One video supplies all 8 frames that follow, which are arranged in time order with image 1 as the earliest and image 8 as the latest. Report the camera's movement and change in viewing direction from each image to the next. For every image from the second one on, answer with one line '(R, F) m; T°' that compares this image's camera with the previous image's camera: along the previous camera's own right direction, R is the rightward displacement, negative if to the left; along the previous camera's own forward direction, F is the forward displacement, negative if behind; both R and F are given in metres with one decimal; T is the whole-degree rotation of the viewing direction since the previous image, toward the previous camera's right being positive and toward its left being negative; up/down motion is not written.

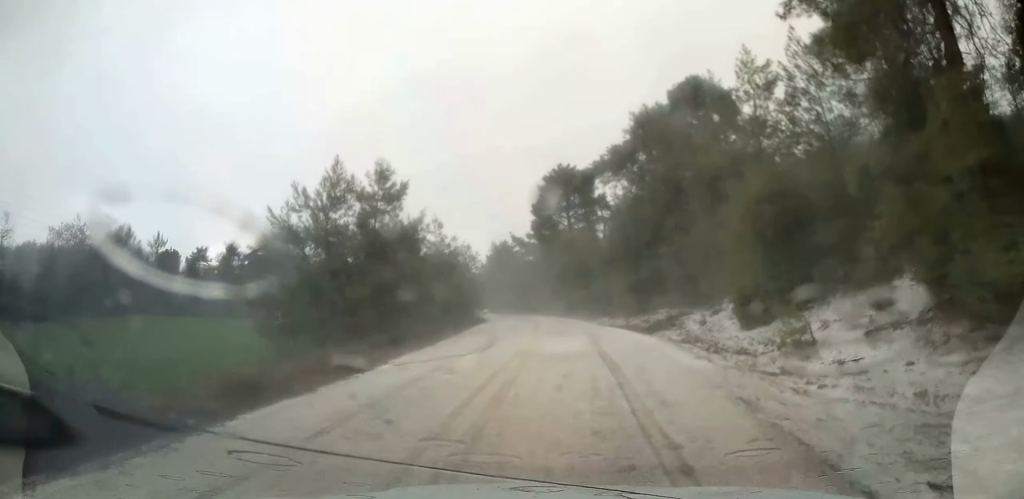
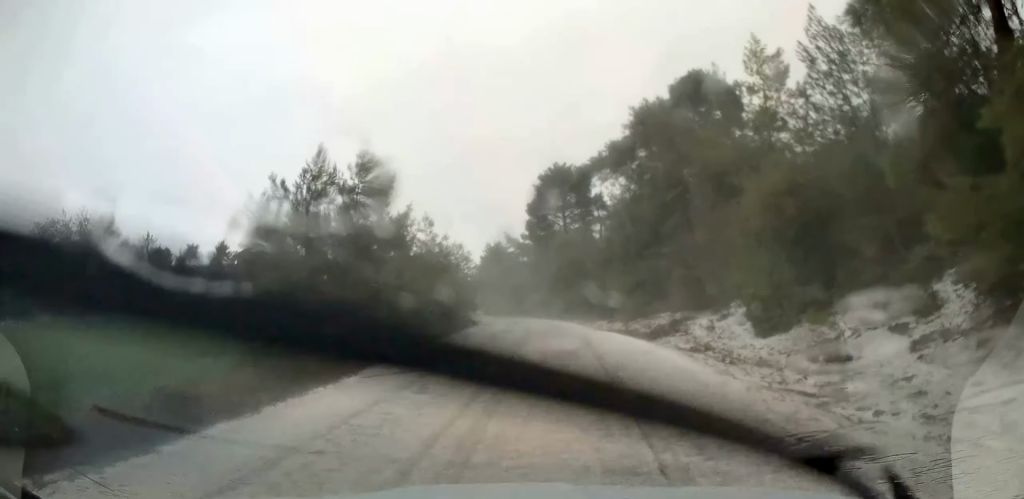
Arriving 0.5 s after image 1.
(0.0, +2.0) m; 0°
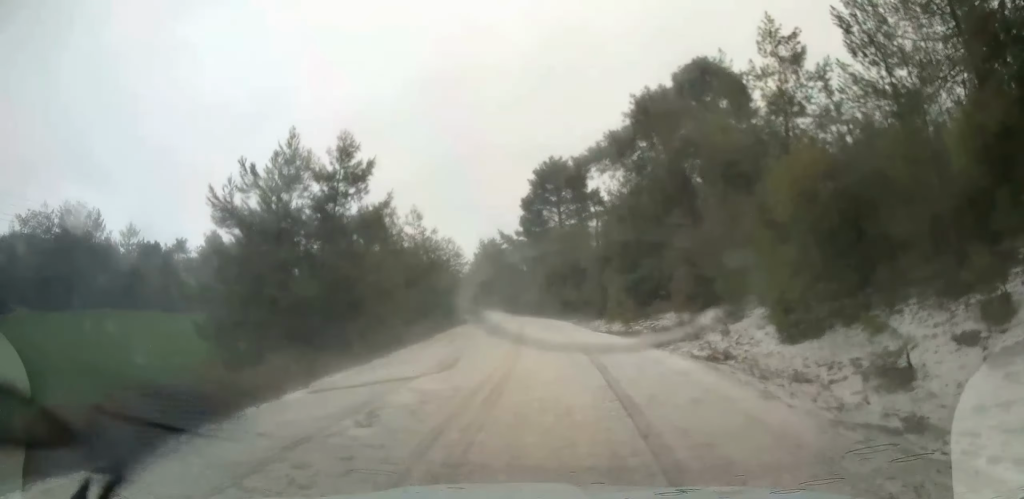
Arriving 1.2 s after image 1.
(0.0, +2.6) m; +1°
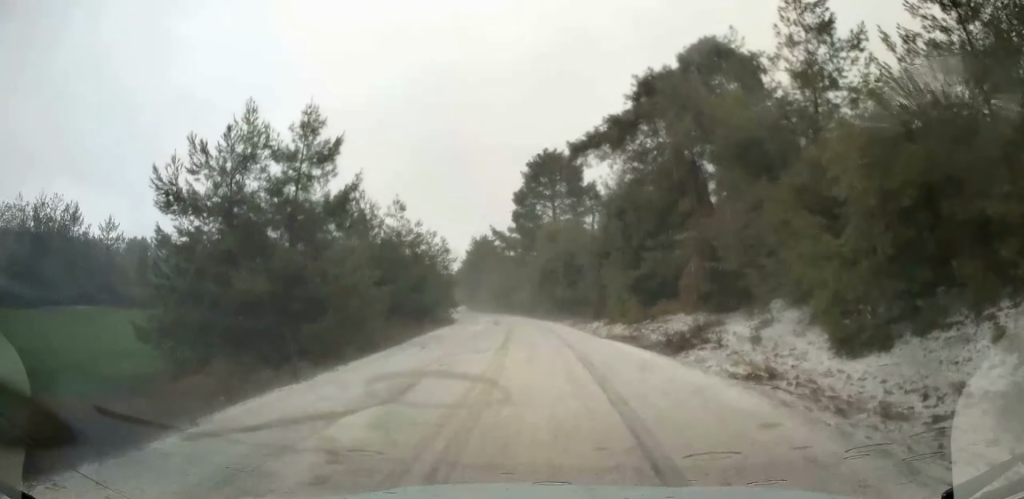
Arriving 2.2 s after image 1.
(0.0, +3.6) m; +1°
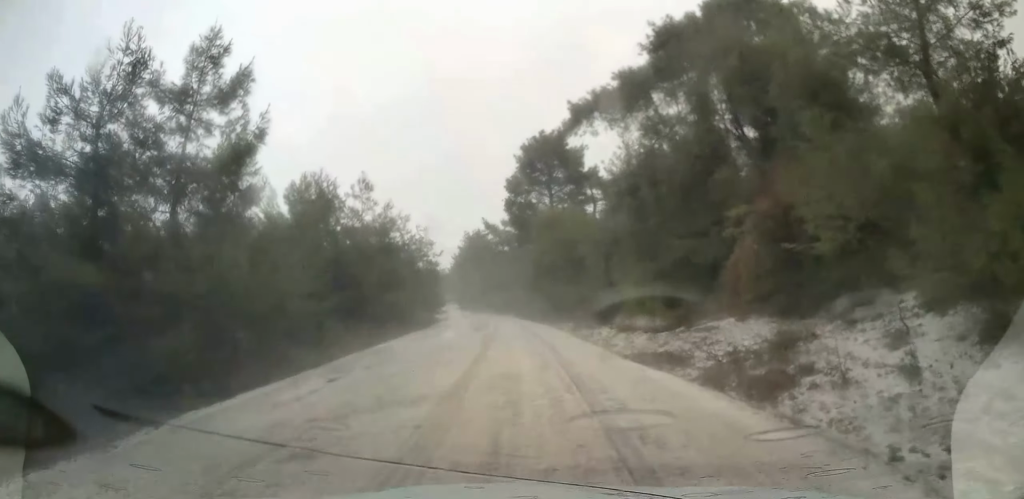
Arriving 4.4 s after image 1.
(+0.1, +7.6) m; +2°
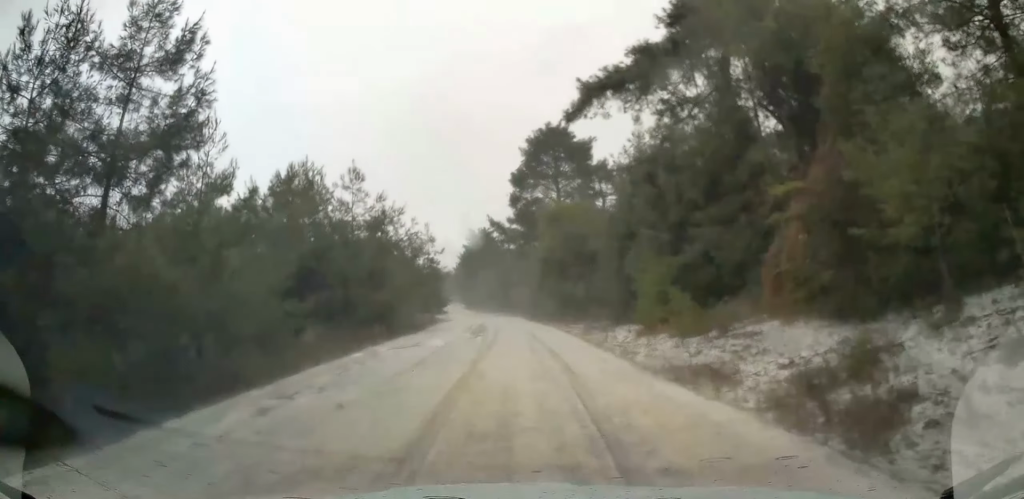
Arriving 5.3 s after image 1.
(+0.1, +3.0) m; -2°
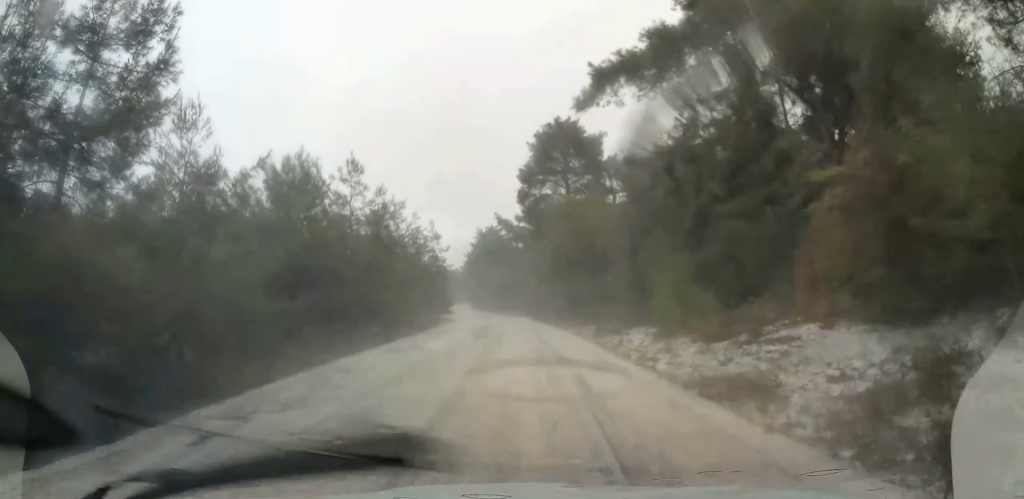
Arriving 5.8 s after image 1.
(-0.1, +1.8) m; -3°
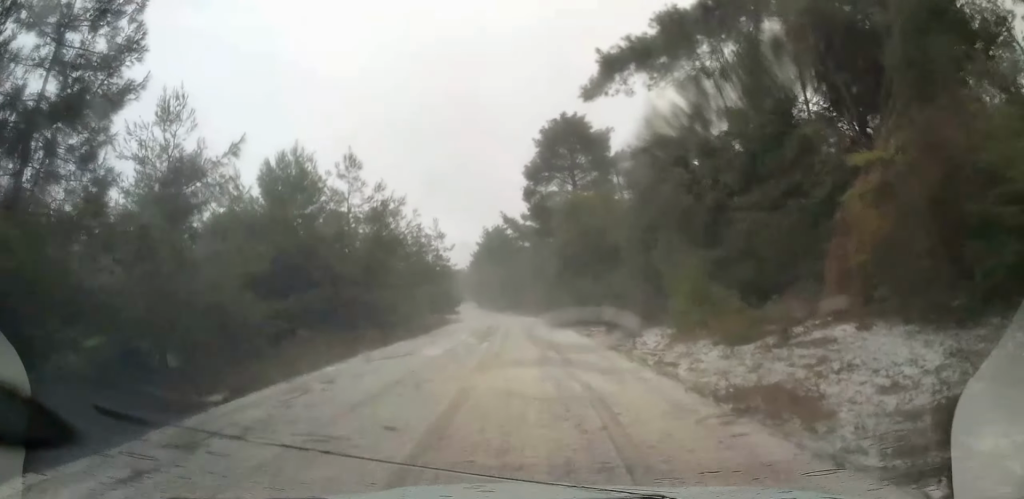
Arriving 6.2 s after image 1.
(0.0, +1.4) m; -1°
